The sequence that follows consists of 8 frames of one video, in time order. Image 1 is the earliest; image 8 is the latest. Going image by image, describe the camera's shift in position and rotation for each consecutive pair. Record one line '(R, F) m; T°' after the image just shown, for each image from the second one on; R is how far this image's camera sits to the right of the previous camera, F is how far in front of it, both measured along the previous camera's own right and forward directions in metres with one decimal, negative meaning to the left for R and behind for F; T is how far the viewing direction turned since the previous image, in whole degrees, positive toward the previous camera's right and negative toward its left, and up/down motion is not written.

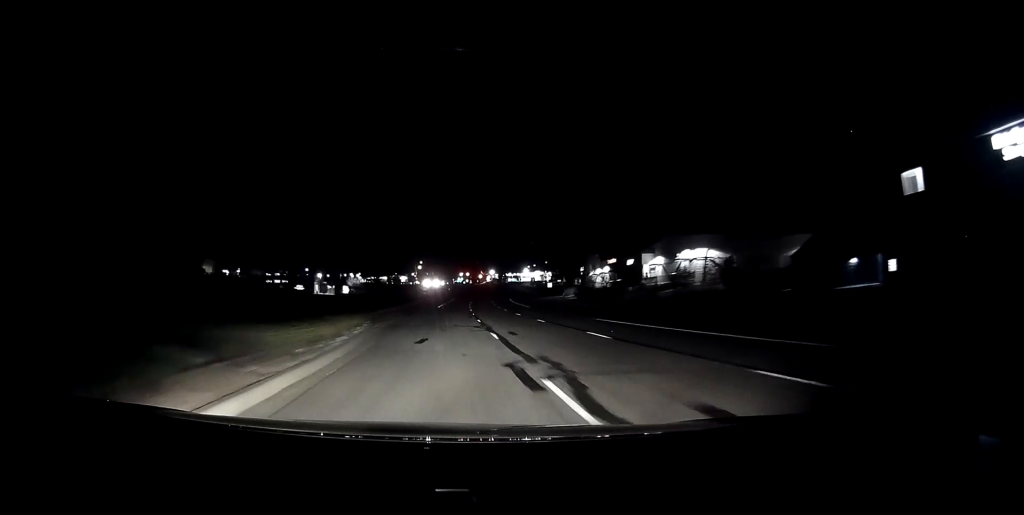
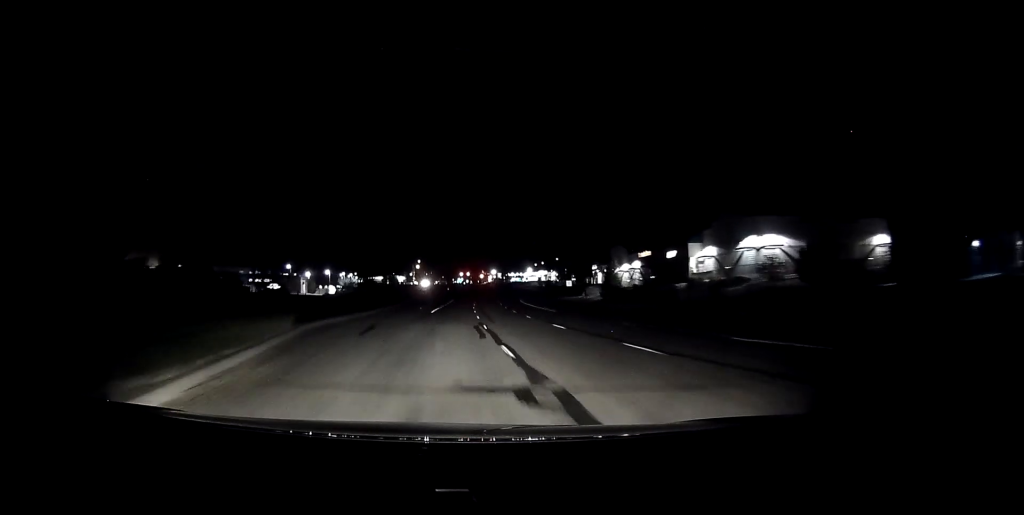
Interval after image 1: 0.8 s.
(+0.1, +17.4) m; +1°
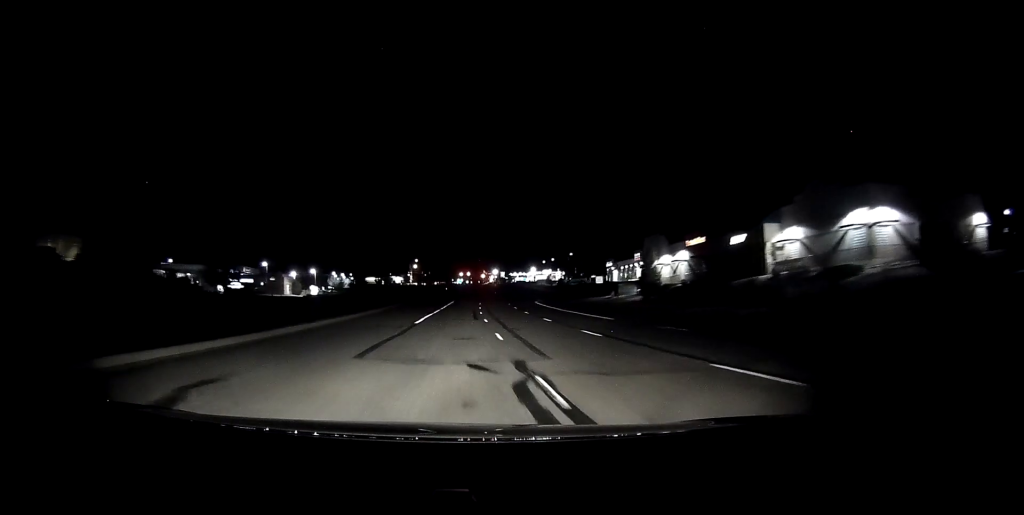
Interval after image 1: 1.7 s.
(+0.1, +18.1) m; +1°
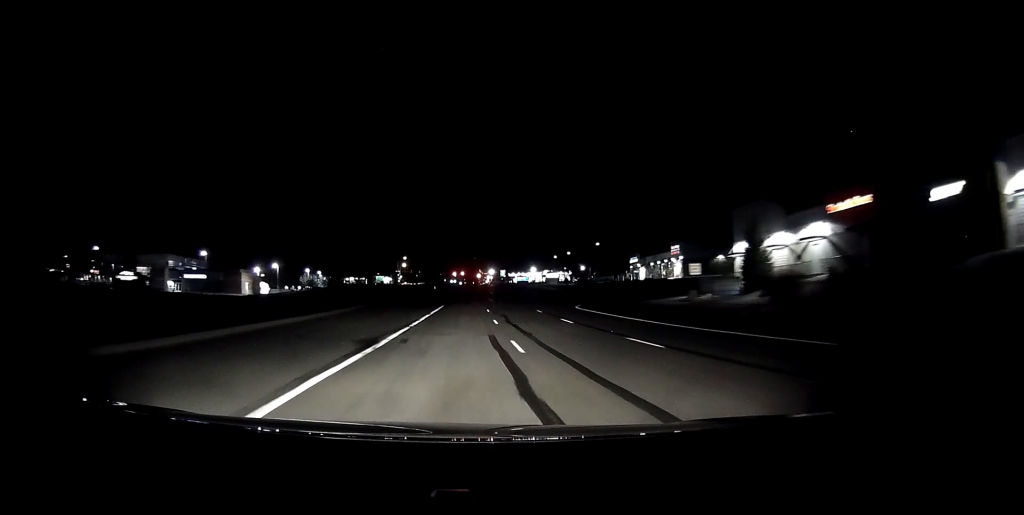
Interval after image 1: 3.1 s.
(+0.2, +28.3) m; +1°
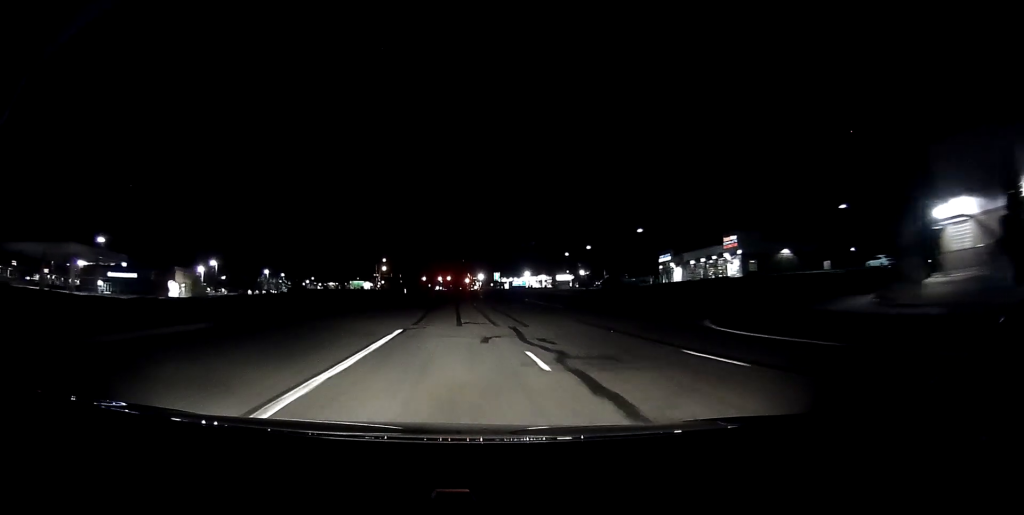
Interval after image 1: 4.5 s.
(+0.2, +28.2) m; 0°
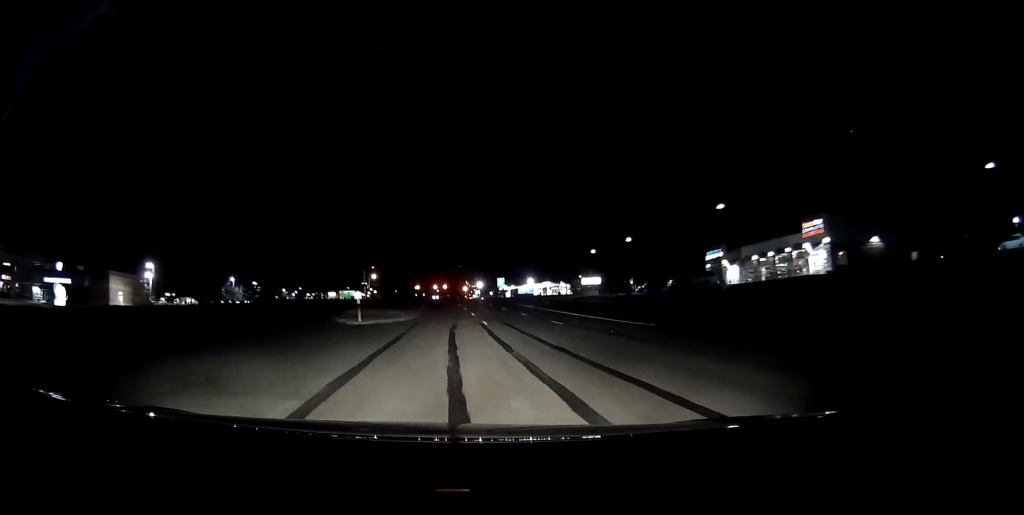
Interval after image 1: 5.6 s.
(-0.2, +22.8) m; -1°
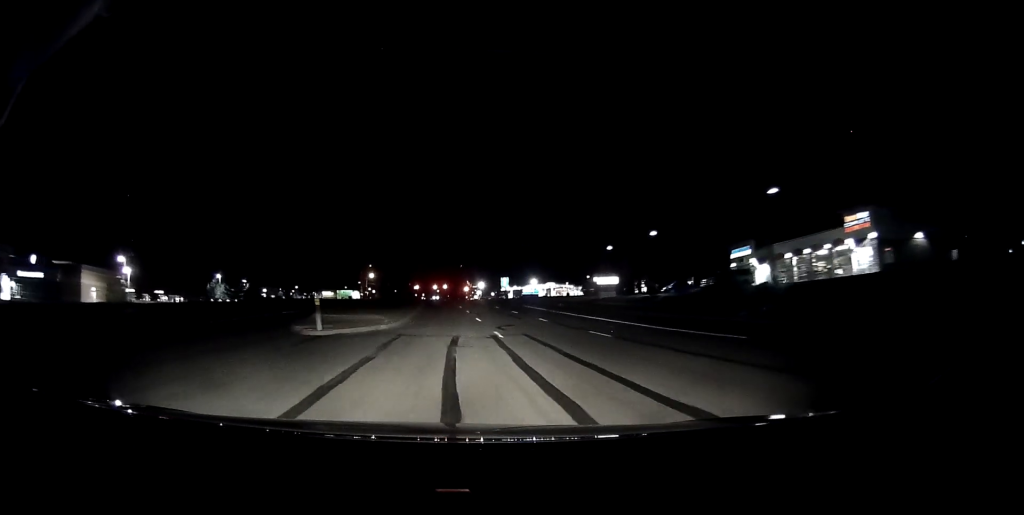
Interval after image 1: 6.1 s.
(0.0, +8.3) m; 0°
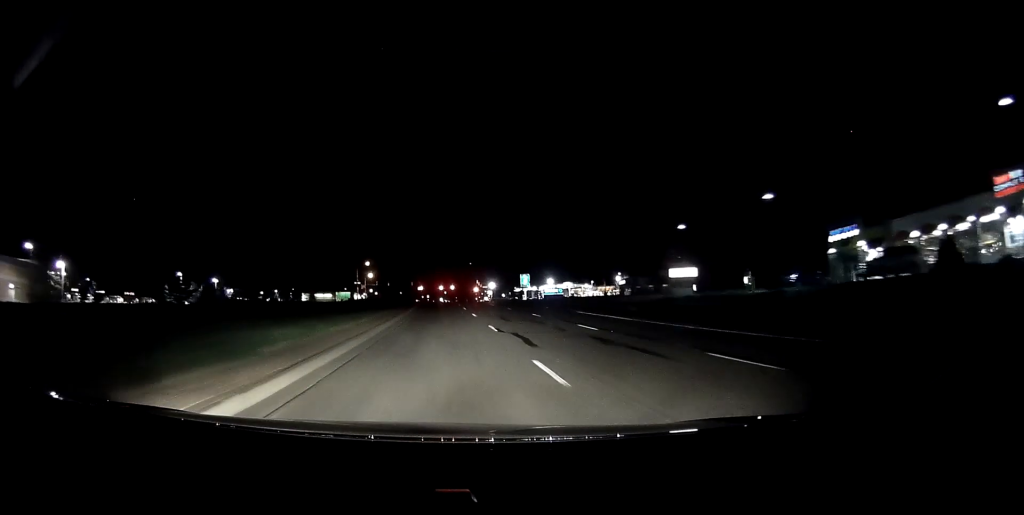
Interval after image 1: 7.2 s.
(0.0, +22.0) m; -1°
